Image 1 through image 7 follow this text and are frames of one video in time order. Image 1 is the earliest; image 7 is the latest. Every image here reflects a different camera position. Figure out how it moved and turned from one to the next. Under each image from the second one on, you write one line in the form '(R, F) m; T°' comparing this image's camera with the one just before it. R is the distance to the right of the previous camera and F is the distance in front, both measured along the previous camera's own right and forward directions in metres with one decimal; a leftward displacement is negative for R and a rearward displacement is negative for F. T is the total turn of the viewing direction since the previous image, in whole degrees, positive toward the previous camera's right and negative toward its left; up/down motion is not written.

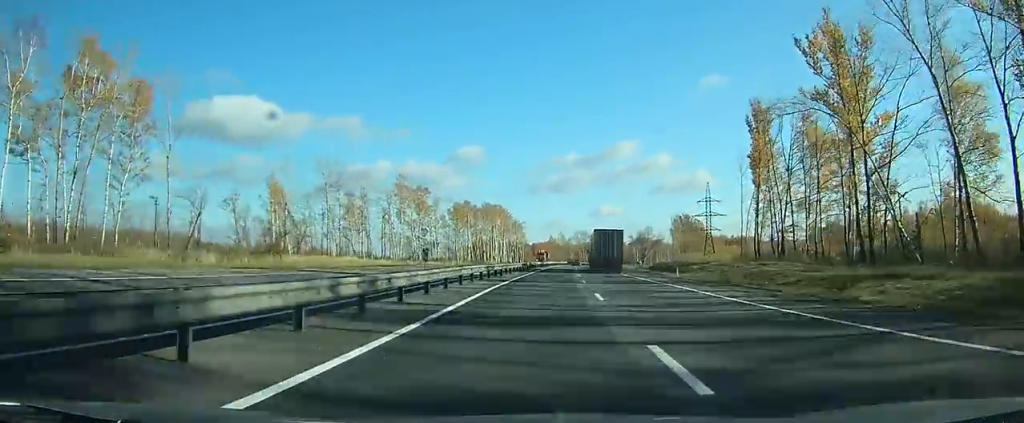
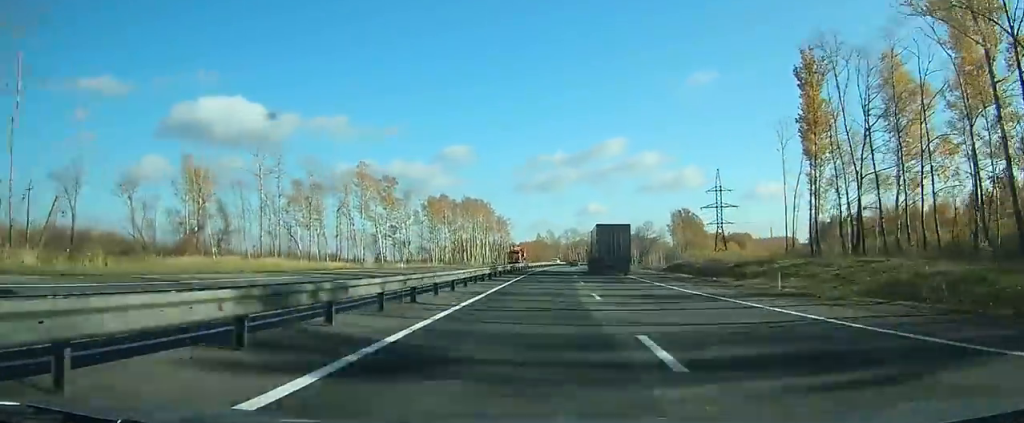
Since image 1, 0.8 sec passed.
(-0.1, +21.6) m; +1°
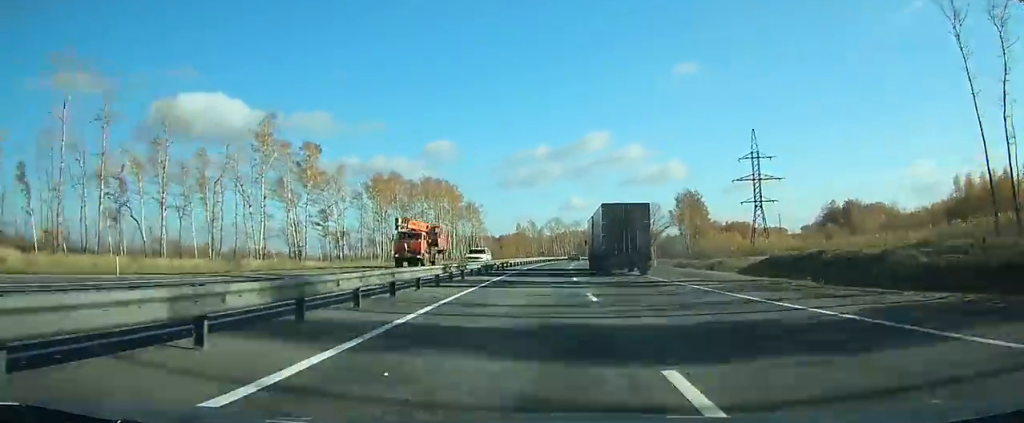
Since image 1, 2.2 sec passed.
(+1.0, +37.0) m; +2°
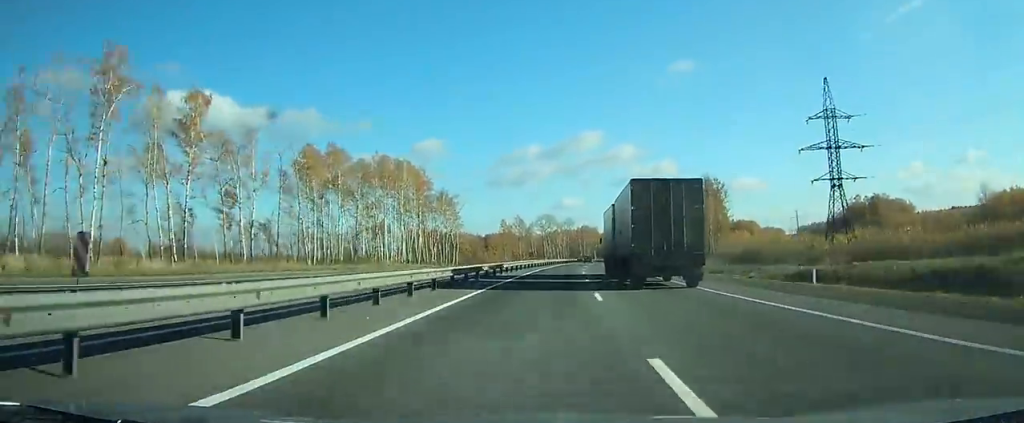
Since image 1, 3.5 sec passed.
(+0.4, +34.2) m; +1°
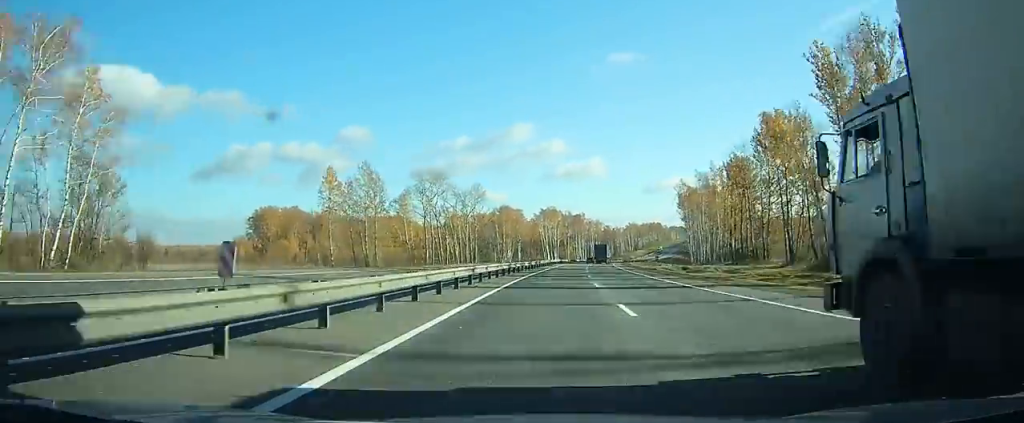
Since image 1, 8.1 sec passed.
(+6.7, +123.1) m; +7°
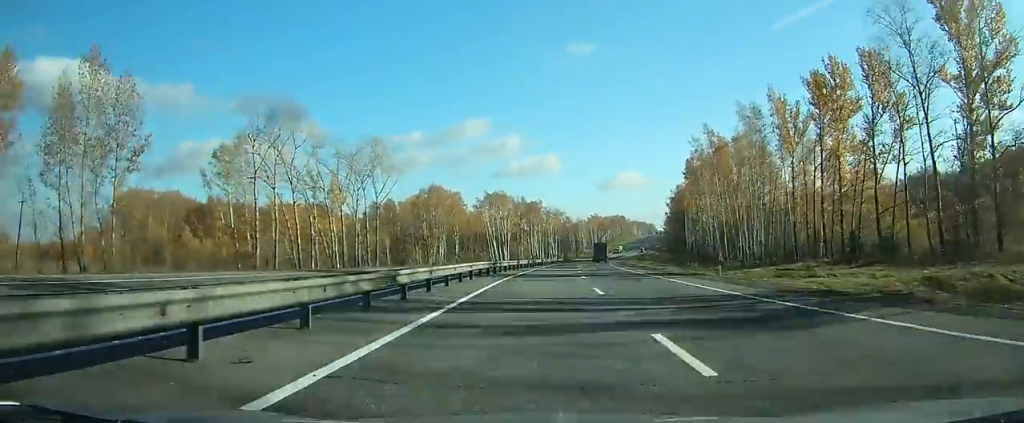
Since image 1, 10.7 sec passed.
(+2.5, +60.6) m; +5°
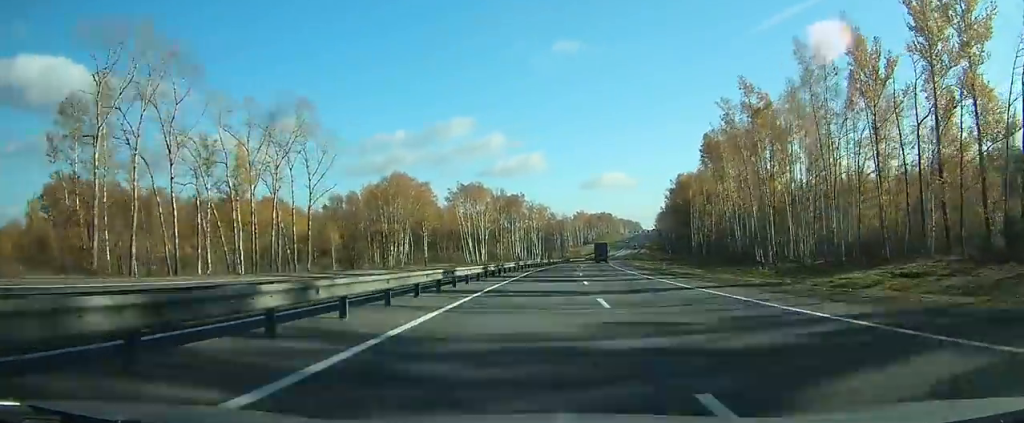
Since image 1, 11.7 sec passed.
(+0.7, +27.1) m; +2°
